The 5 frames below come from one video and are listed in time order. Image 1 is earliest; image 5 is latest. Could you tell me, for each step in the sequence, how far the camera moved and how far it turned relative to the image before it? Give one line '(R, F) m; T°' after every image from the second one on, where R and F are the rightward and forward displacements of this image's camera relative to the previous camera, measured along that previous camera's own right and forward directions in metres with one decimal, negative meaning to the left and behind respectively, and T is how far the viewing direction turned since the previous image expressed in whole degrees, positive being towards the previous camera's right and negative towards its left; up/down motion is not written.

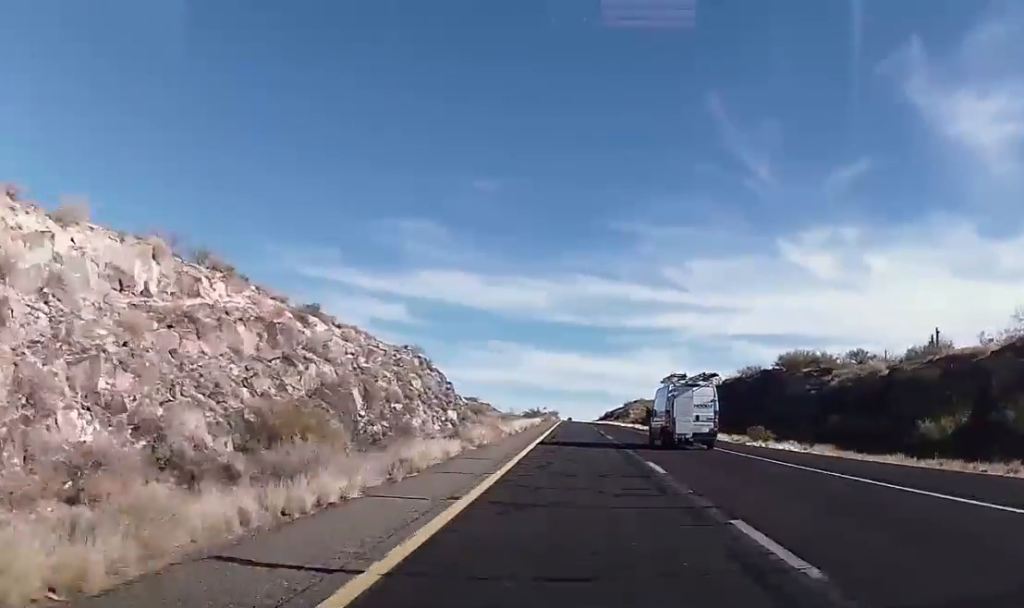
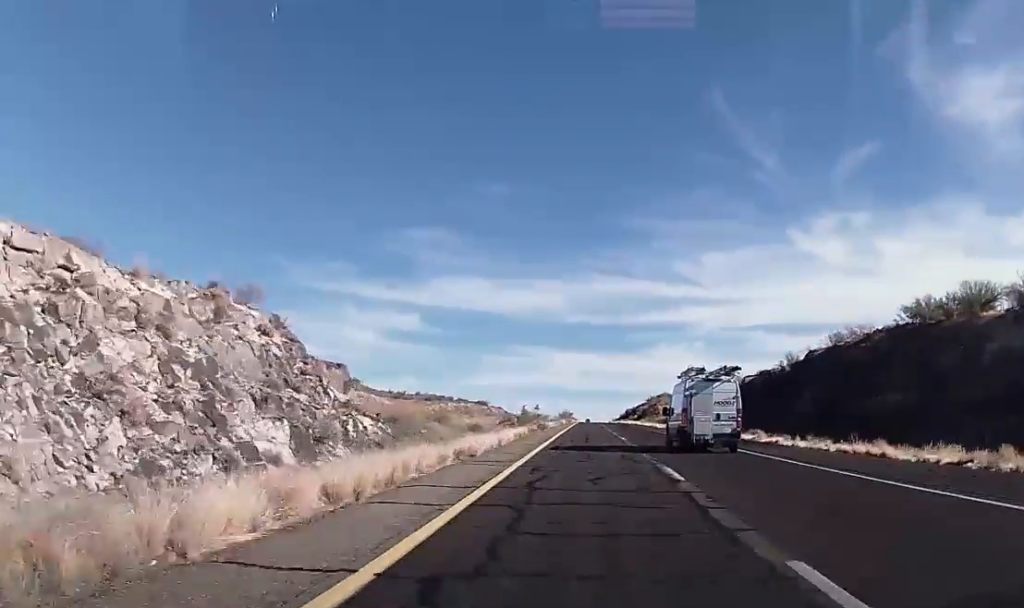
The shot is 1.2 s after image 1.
(-0.5, +39.5) m; -3°
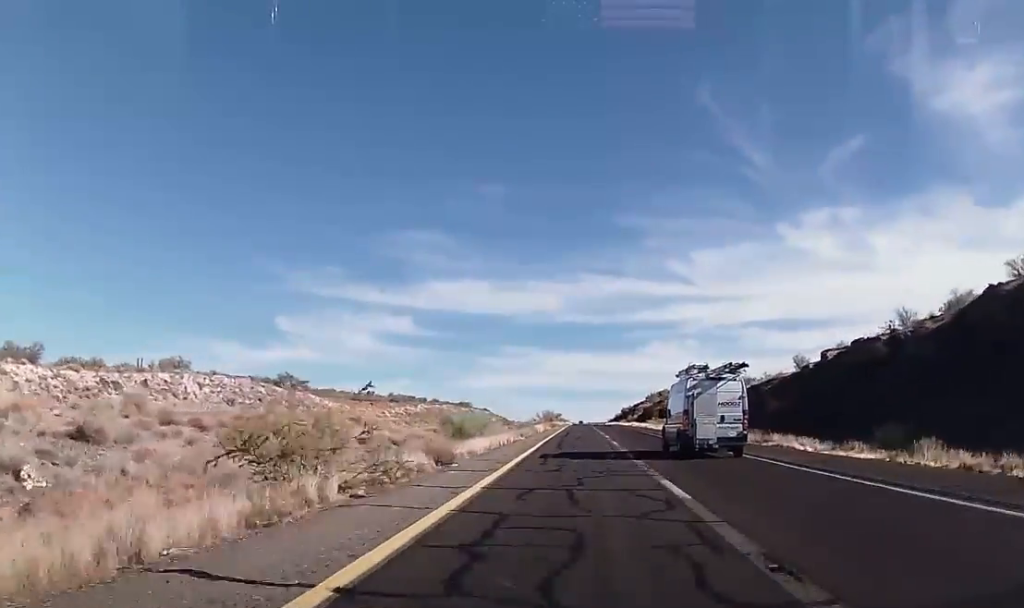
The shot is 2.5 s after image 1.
(-1.6, +39.8) m; -2°
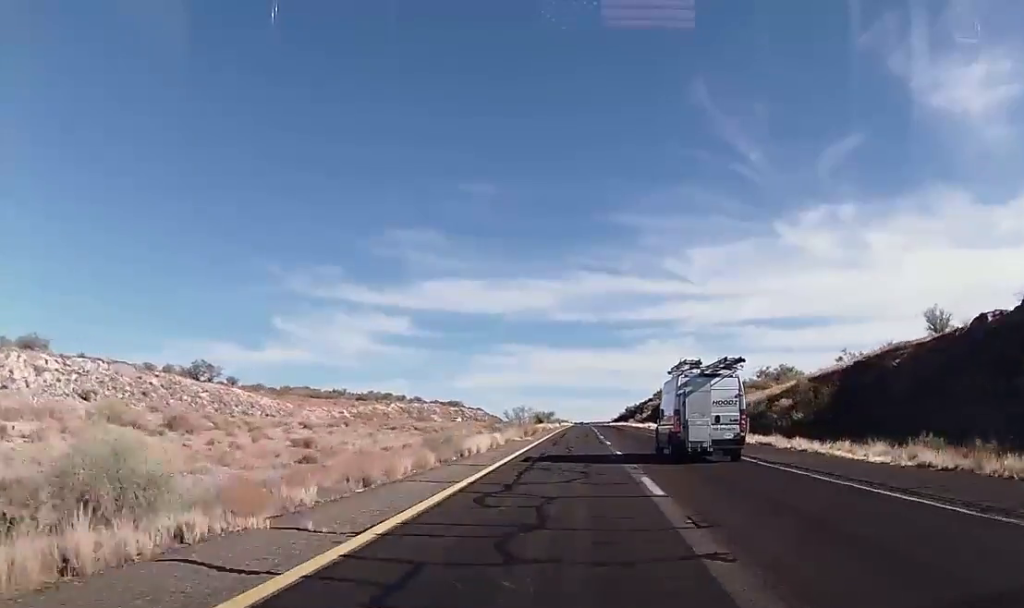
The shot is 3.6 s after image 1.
(+0.5, +35.4) m; +1°
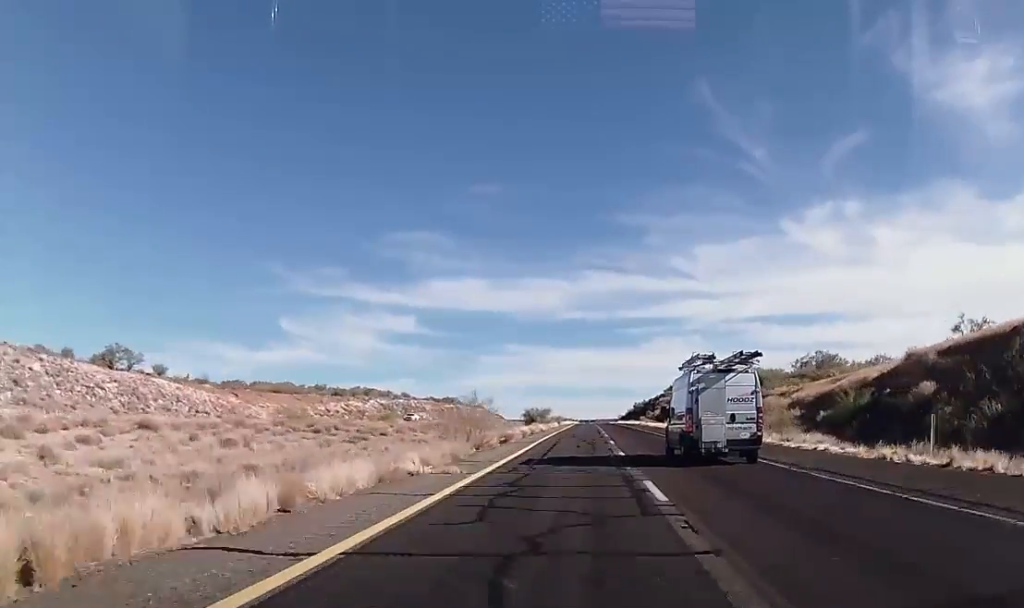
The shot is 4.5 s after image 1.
(+0.1, +26.1) m; -1°
